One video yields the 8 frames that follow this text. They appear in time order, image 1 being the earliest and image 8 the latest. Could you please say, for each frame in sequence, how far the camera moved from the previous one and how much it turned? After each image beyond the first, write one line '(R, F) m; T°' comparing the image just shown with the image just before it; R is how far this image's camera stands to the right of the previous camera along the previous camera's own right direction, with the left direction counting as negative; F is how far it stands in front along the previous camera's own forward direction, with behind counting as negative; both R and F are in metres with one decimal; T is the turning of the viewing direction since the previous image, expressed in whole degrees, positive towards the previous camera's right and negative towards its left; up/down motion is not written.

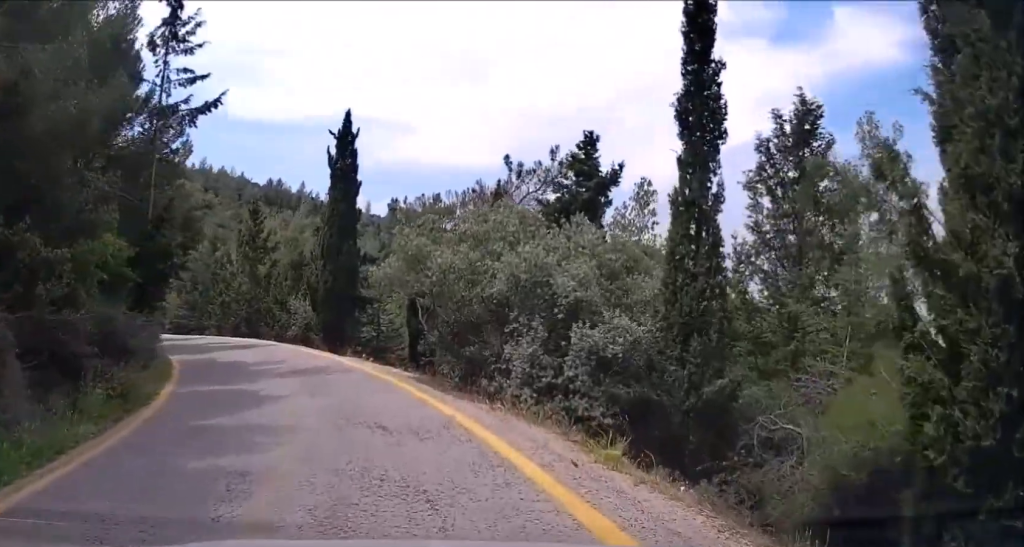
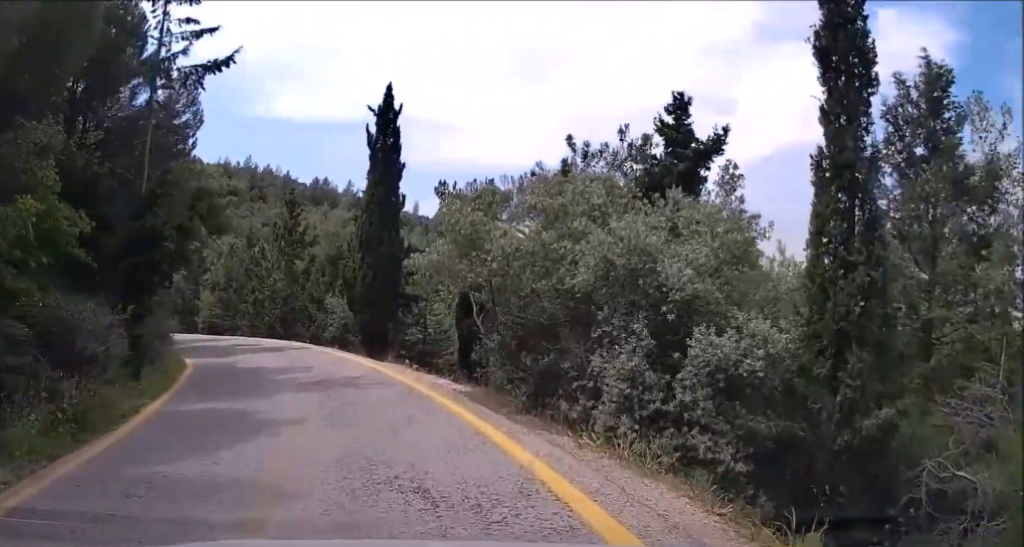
(0.0, +3.1) m; -4°
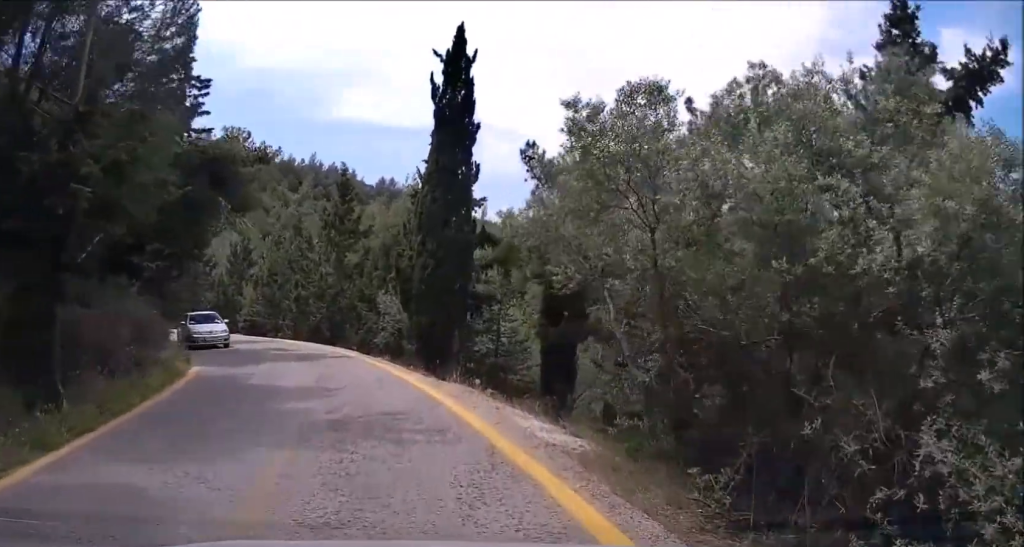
(-0.3, +5.4) m; -4°
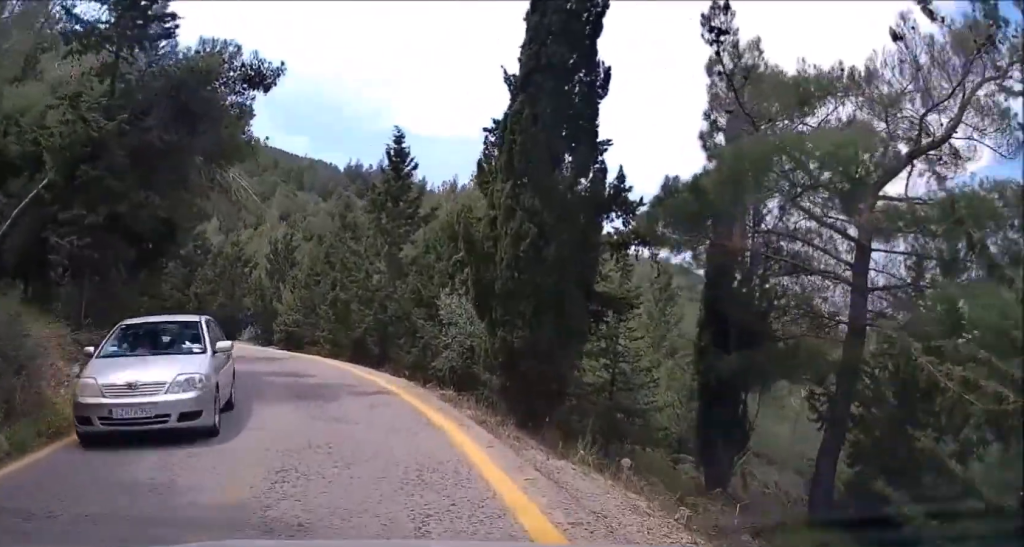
(-0.5, +9.5) m; -6°
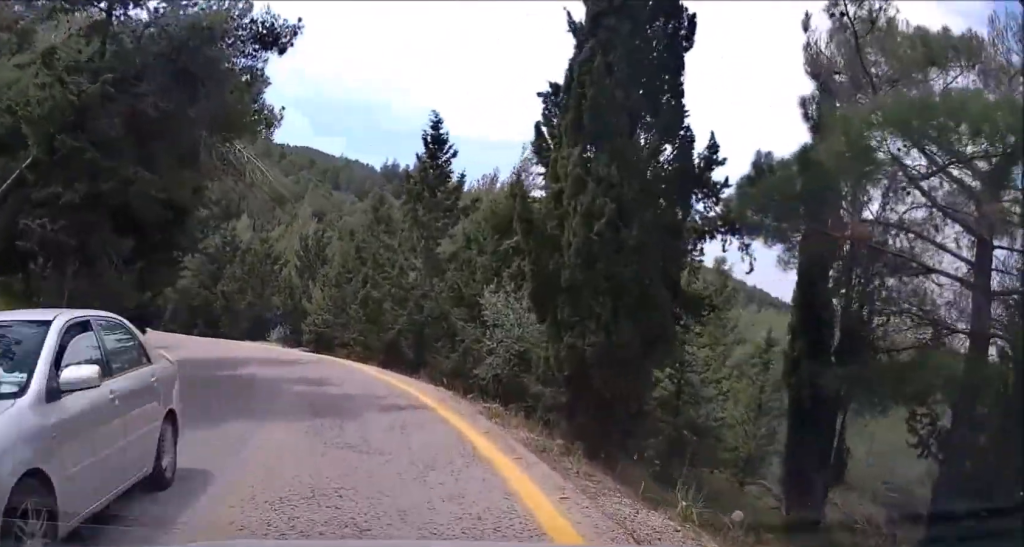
(0.0, +2.4) m; -3°
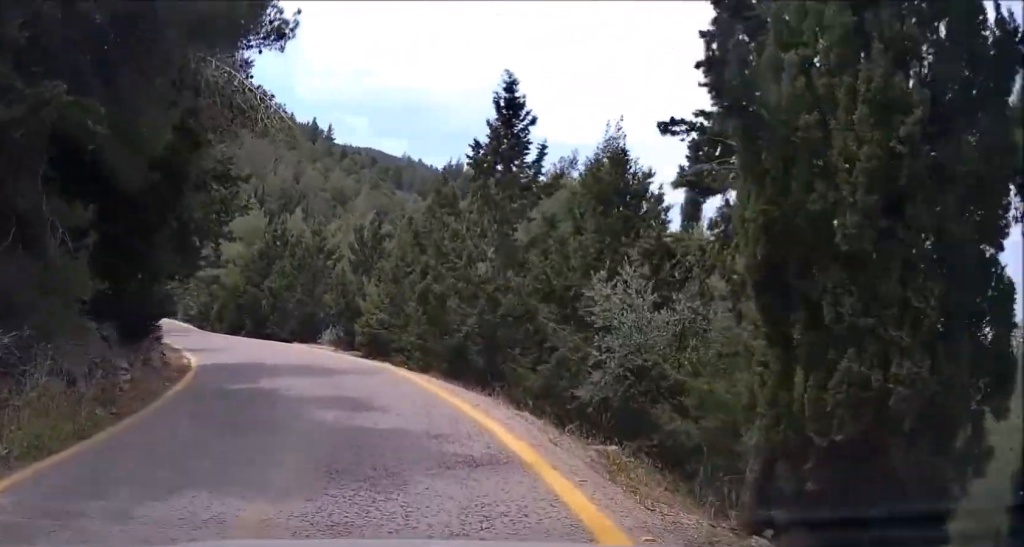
(-0.2, +4.5) m; -5°
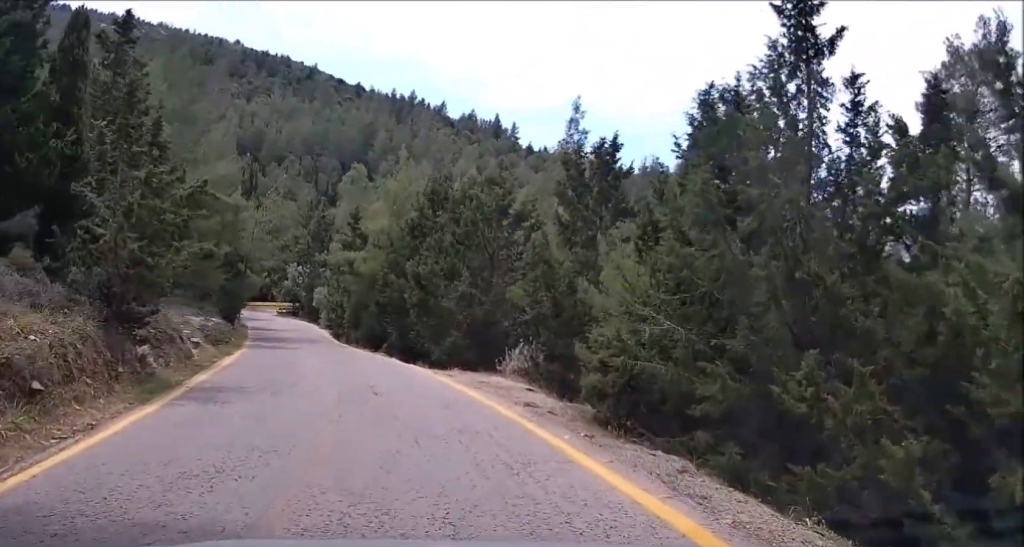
(-2.4, +17.4) m; -15°
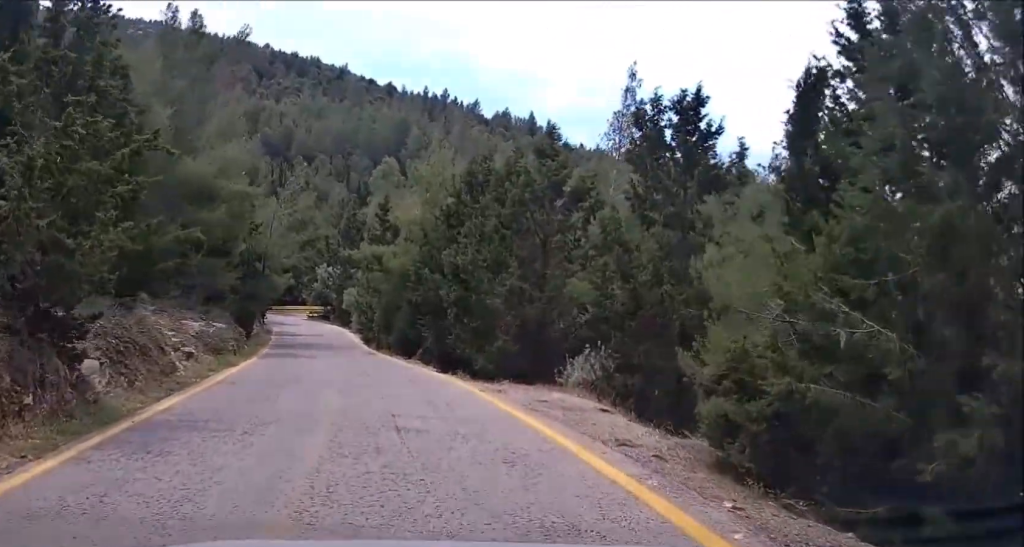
(-0.1, +4.3) m; -3°
